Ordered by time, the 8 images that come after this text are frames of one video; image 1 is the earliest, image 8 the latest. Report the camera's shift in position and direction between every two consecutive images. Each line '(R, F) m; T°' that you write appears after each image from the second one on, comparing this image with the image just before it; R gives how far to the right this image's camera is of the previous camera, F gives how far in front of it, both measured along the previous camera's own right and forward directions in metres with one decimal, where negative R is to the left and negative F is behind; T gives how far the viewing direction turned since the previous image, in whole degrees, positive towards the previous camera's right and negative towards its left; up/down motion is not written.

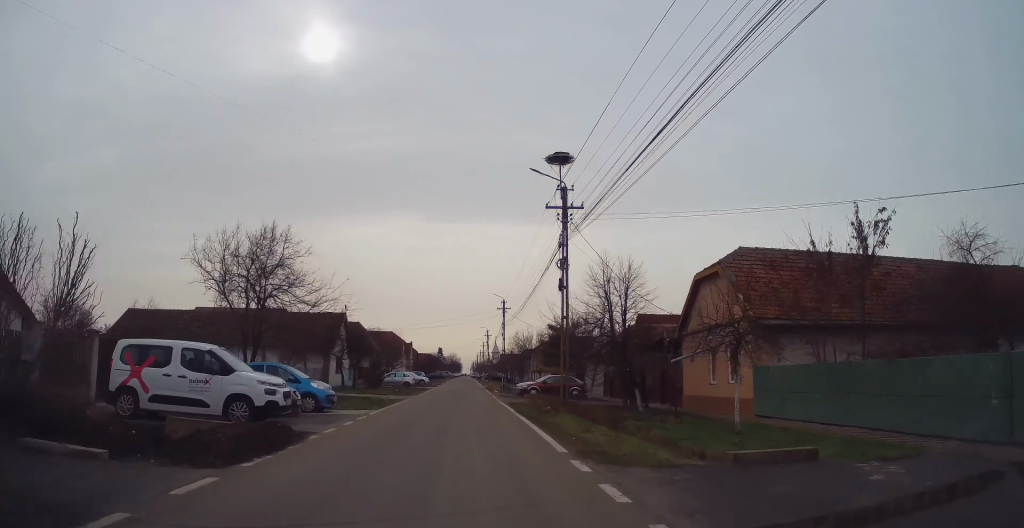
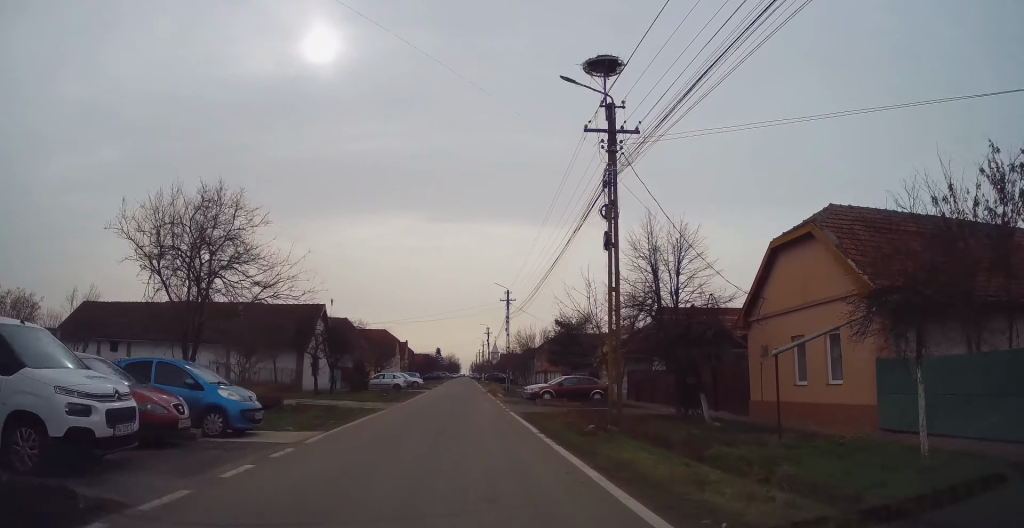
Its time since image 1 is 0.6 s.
(-0.1, +6.9) m; 0°
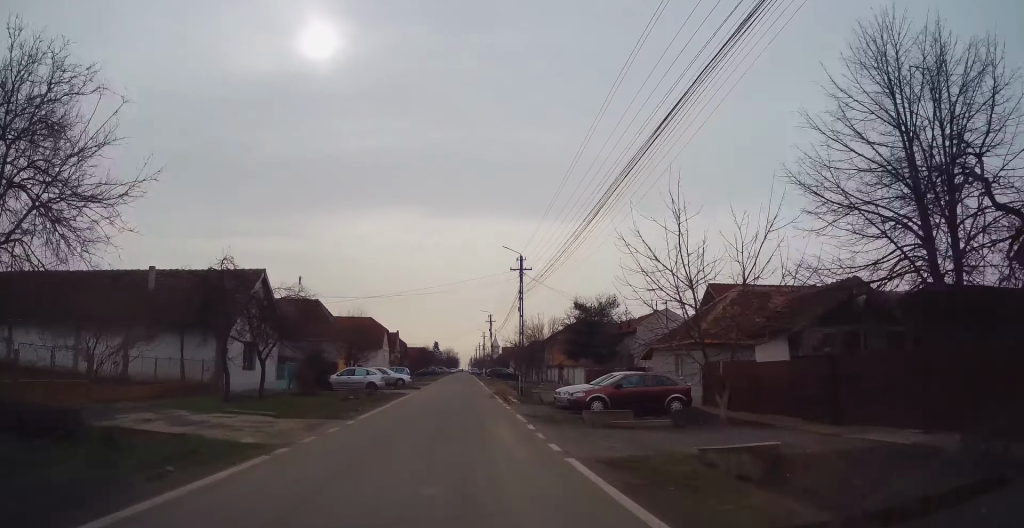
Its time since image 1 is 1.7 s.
(+0.1, +12.6) m; +1°
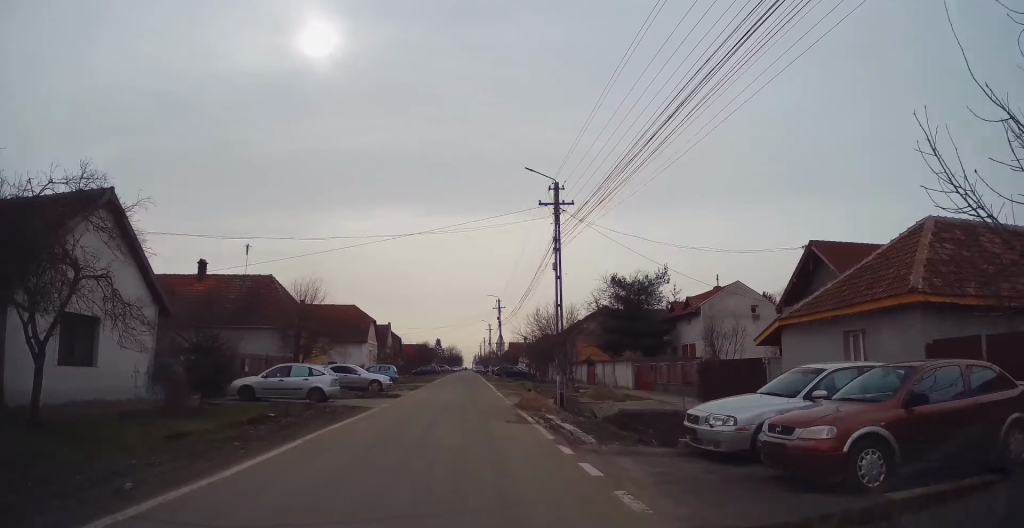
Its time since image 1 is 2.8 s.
(+0.2, +14.3) m; +1°
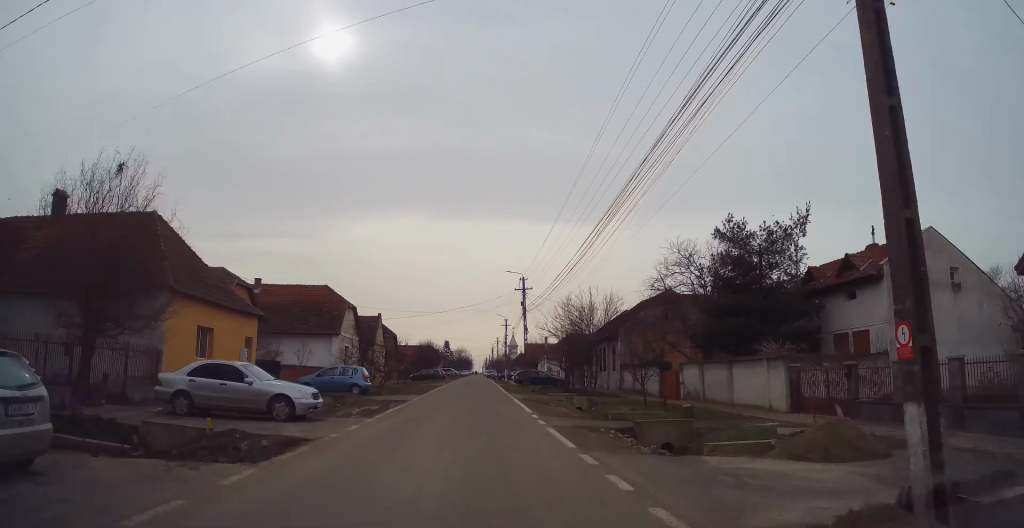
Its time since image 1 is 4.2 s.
(-0.2, +17.1) m; -2°
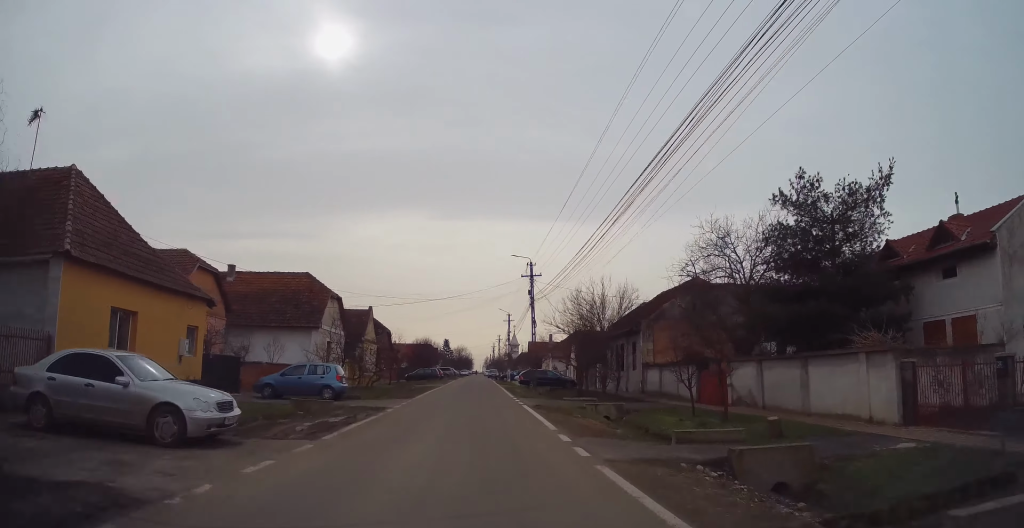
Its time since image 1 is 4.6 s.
(-0.1, +5.5) m; 0°
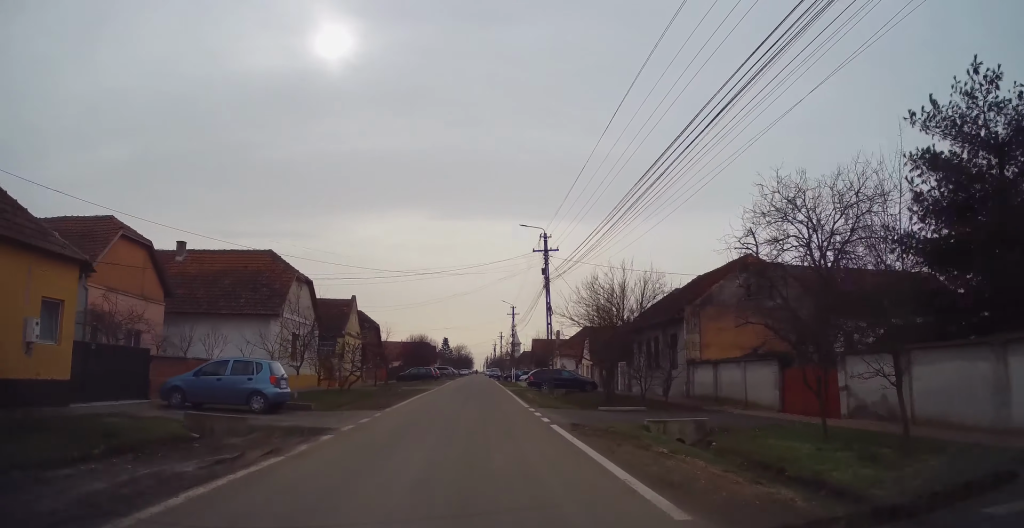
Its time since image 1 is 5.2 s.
(0.0, +7.8) m; 0°
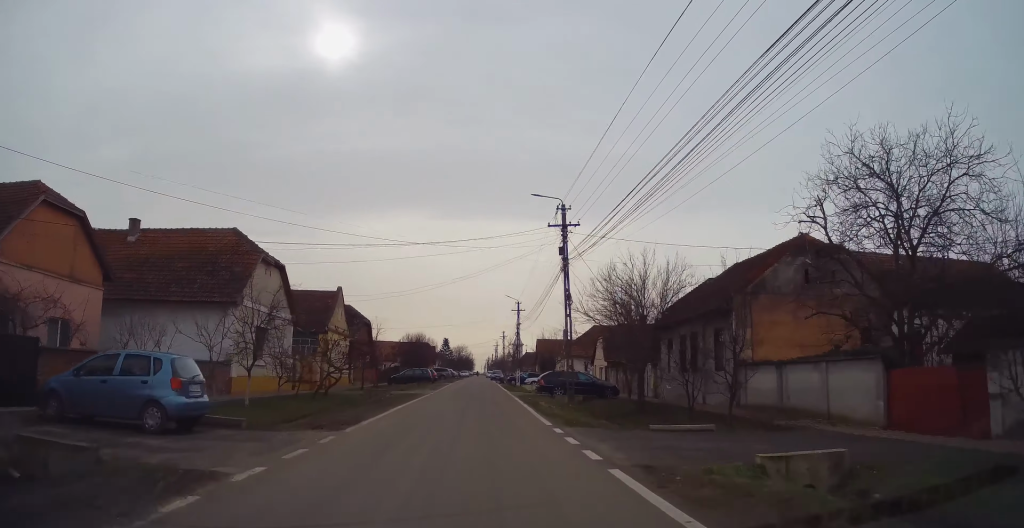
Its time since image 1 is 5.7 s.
(0.0, +5.8) m; +1°
